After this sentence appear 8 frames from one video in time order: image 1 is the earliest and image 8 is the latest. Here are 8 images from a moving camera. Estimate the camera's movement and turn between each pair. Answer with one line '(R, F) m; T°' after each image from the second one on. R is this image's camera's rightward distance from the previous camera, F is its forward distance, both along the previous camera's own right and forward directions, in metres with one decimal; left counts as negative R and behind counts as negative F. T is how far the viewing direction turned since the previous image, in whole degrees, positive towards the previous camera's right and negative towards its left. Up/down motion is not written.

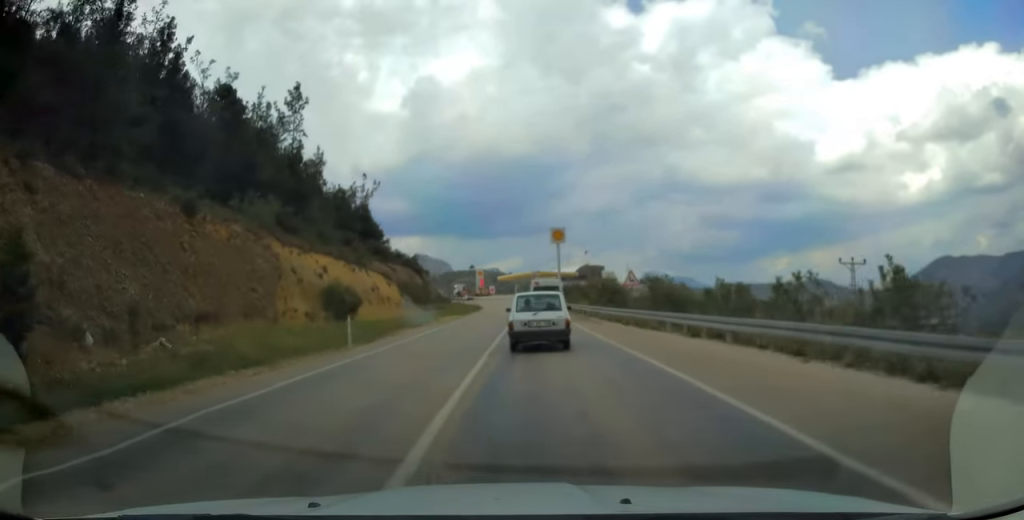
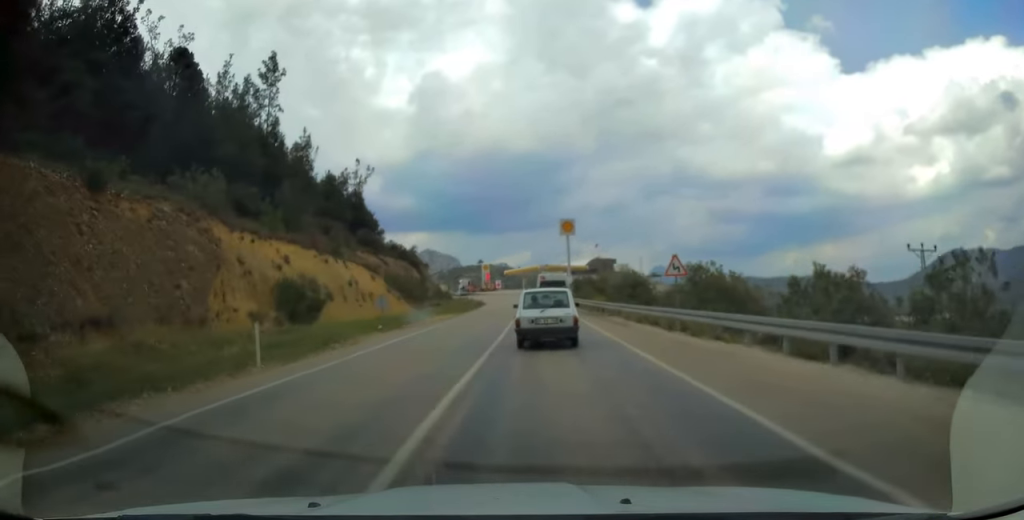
(-0.1, +8.0) m; -1°
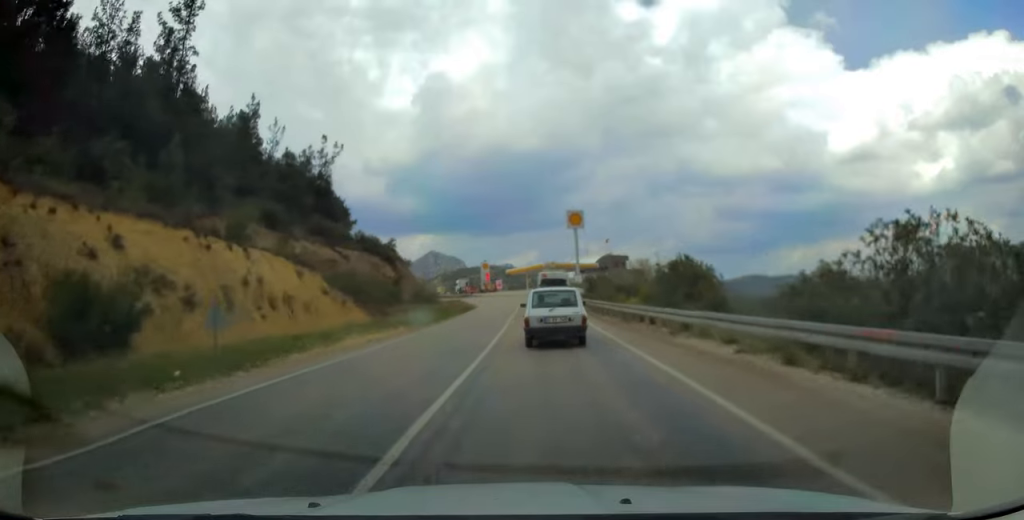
(-0.2, +15.6) m; -1°
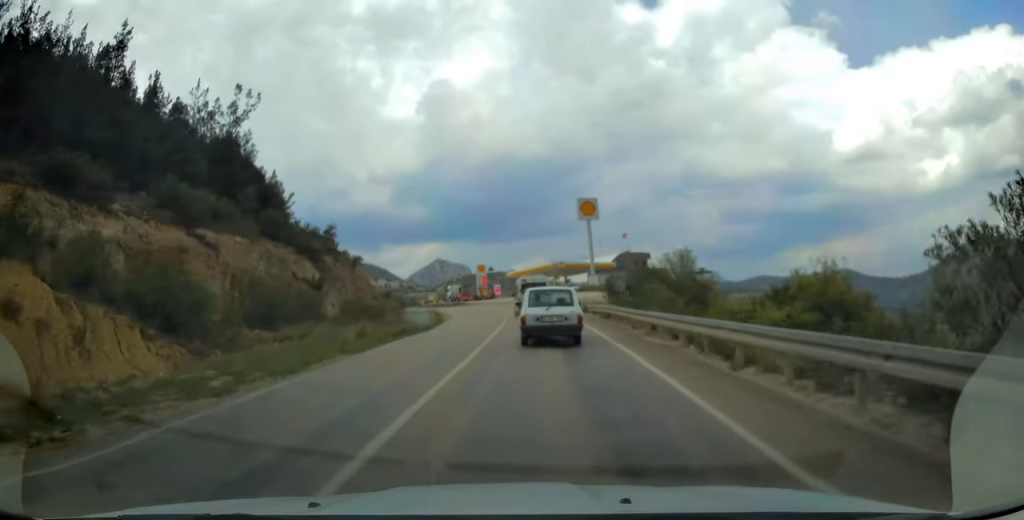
(-0.2, +23.6) m; -1°
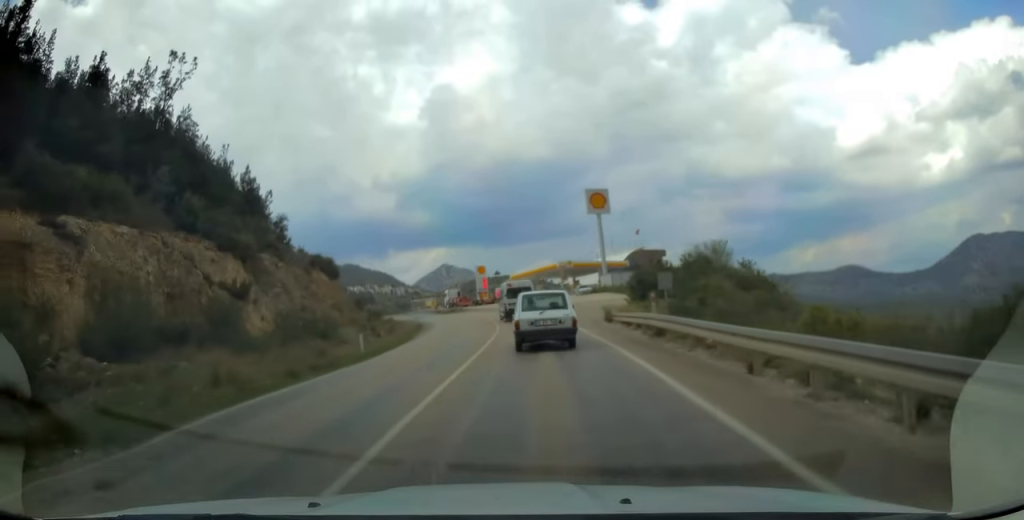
(0.0, +11.1) m; -1°
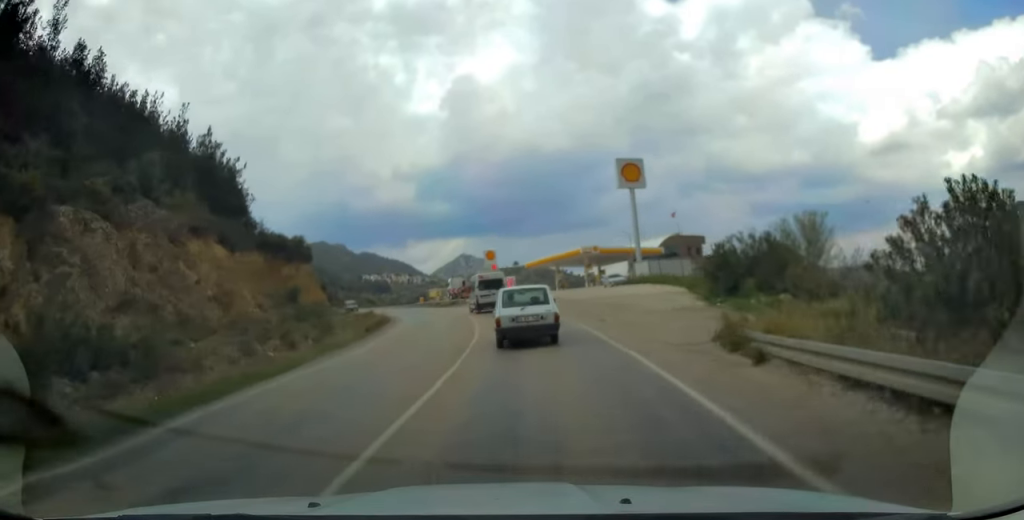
(-0.4, +16.9) m; -2°
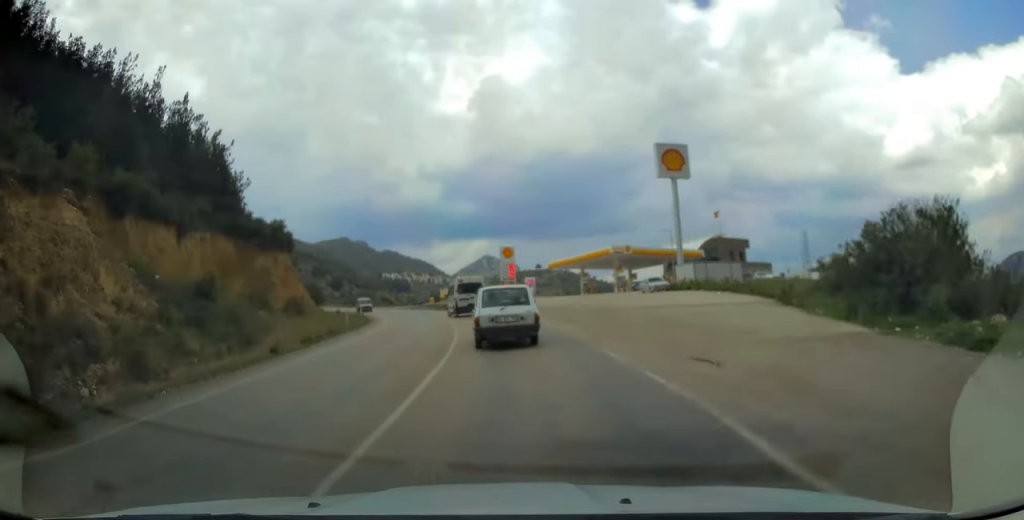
(-0.1, +11.5) m; -2°
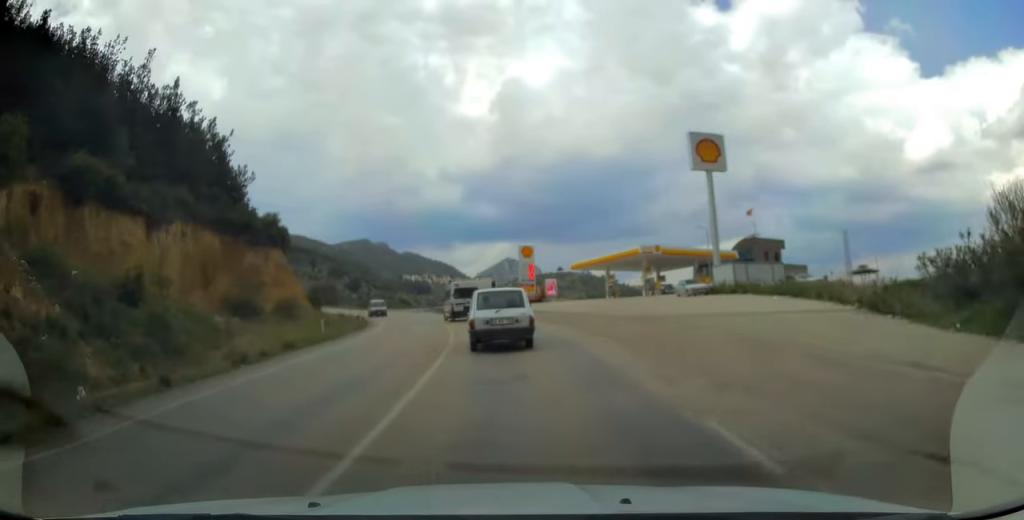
(-0.1, +6.2) m; -2°
